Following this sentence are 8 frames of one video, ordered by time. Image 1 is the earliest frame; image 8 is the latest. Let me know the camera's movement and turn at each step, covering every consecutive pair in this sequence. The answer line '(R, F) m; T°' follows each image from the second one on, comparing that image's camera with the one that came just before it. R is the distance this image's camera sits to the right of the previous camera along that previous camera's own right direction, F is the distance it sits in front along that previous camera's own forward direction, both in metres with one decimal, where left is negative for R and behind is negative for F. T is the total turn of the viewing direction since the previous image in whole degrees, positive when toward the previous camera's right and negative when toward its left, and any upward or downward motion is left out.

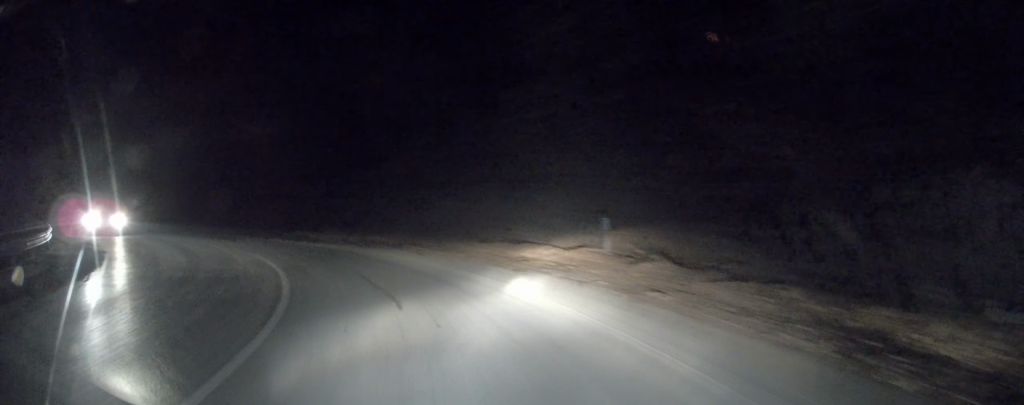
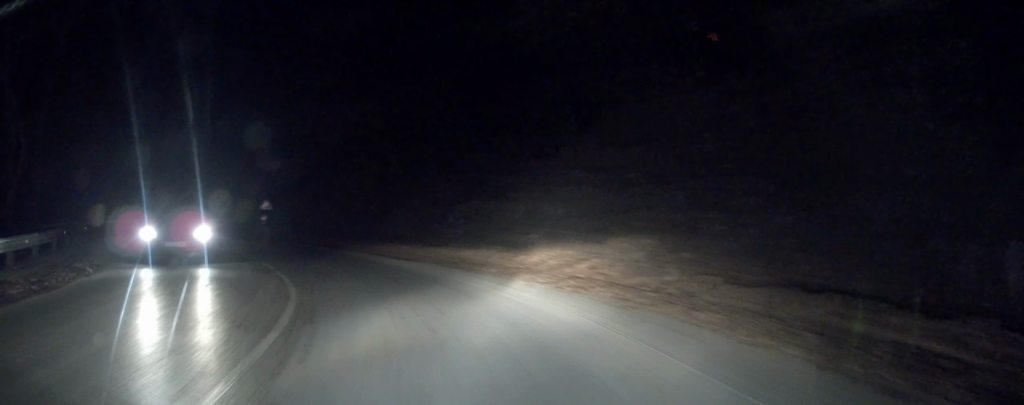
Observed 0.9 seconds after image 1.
(-0.9, +10.0) m; -9°
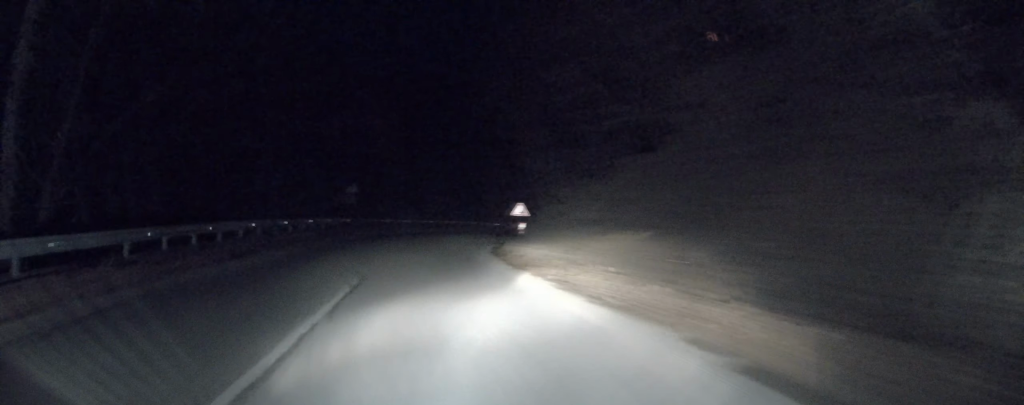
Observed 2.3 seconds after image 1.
(-1.4, +15.3) m; -15°
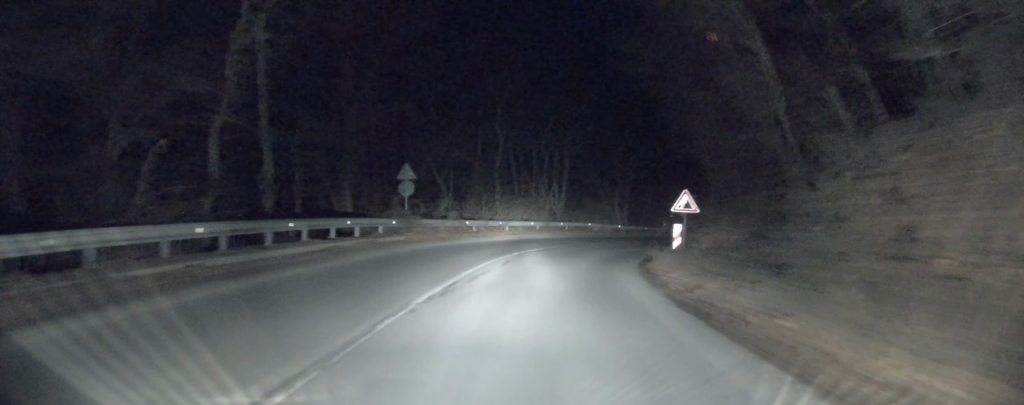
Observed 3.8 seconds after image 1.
(-3.2, +15.1) m; -19°
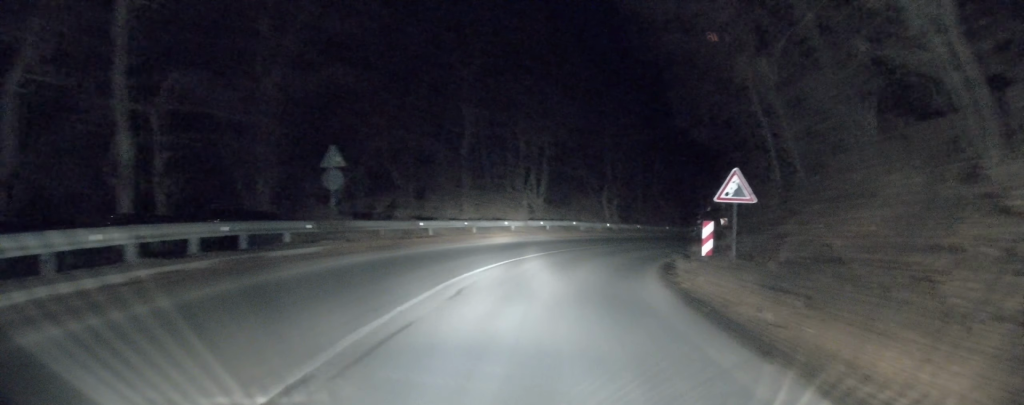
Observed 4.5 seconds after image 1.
(-0.5, +6.9) m; -4°
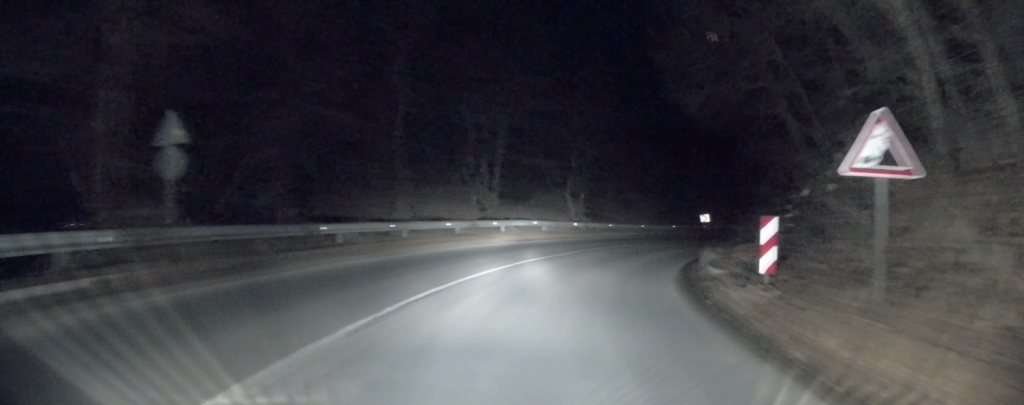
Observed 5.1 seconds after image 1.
(-0.1, +7.2) m; +1°
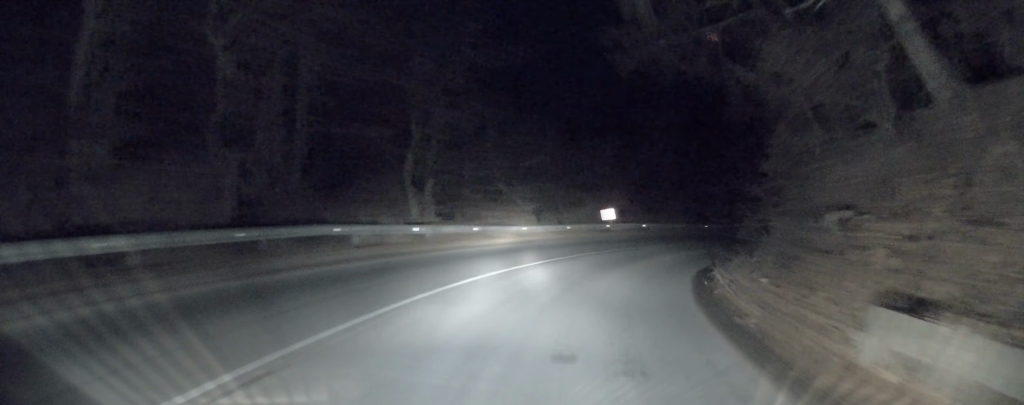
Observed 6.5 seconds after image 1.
(+1.1, +15.1) m; +16°
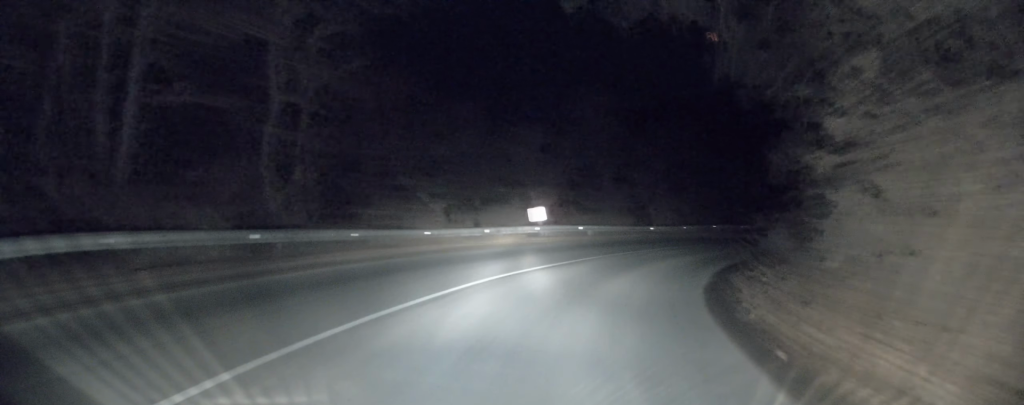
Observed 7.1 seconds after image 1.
(+1.6, +7.4) m; +3°
